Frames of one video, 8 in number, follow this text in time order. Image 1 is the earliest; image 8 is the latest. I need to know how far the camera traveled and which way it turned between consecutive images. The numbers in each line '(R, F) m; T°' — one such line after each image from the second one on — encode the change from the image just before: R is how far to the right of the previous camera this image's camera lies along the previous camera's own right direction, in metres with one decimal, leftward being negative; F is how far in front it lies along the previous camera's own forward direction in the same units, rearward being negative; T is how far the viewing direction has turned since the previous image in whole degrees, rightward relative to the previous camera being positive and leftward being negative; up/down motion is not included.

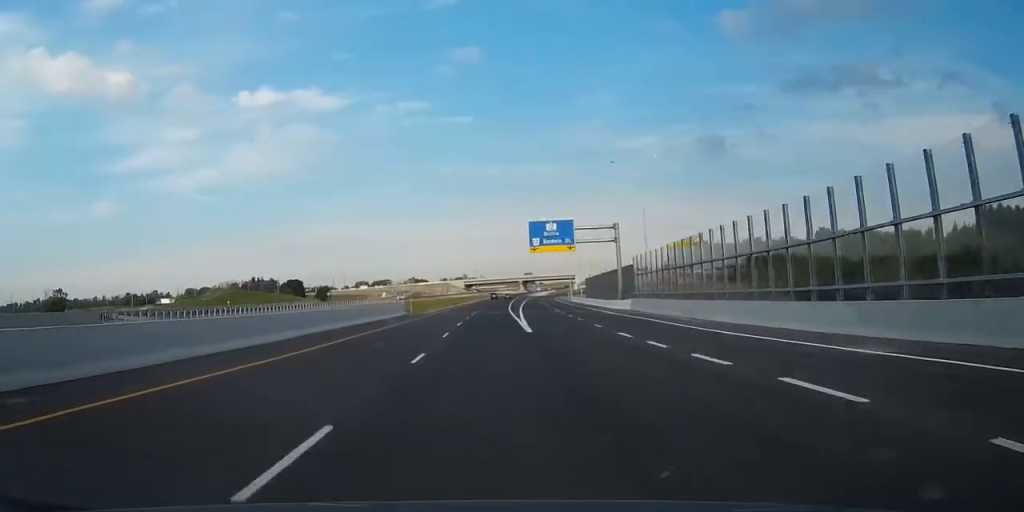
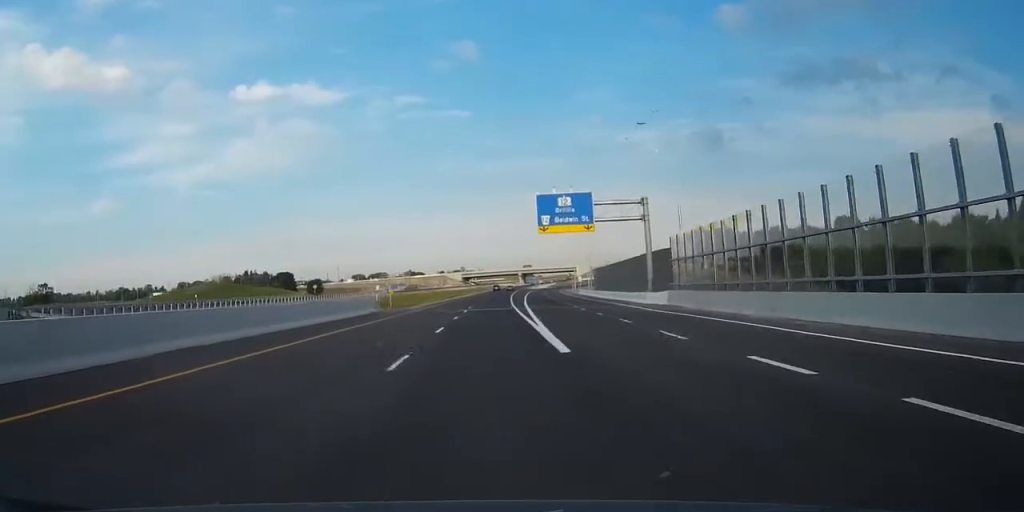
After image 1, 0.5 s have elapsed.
(+0.1, +15.5) m; 0°
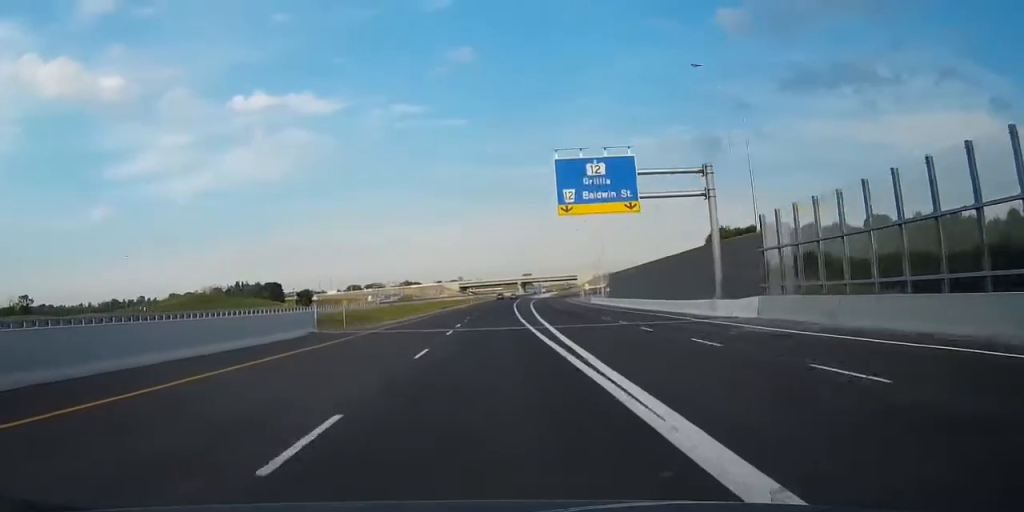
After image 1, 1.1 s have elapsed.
(0.0, +19.6) m; 0°
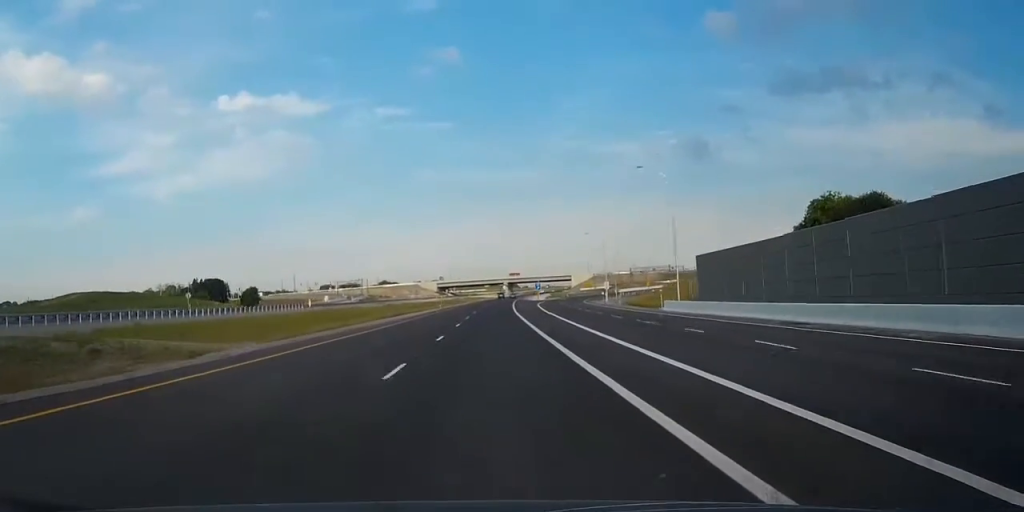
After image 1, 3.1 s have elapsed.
(+0.1, +60.7) m; +1°
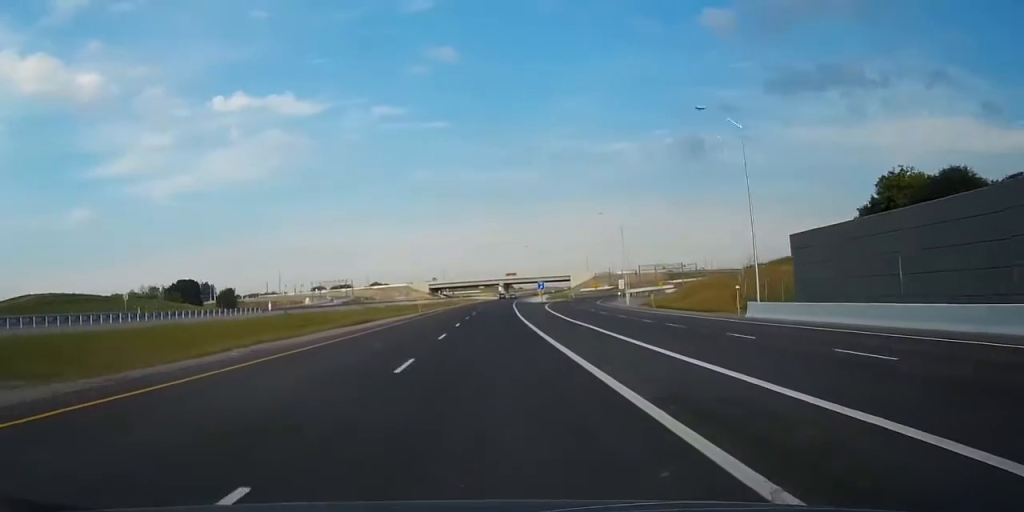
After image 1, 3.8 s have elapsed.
(+0.2, +22.6) m; 0°
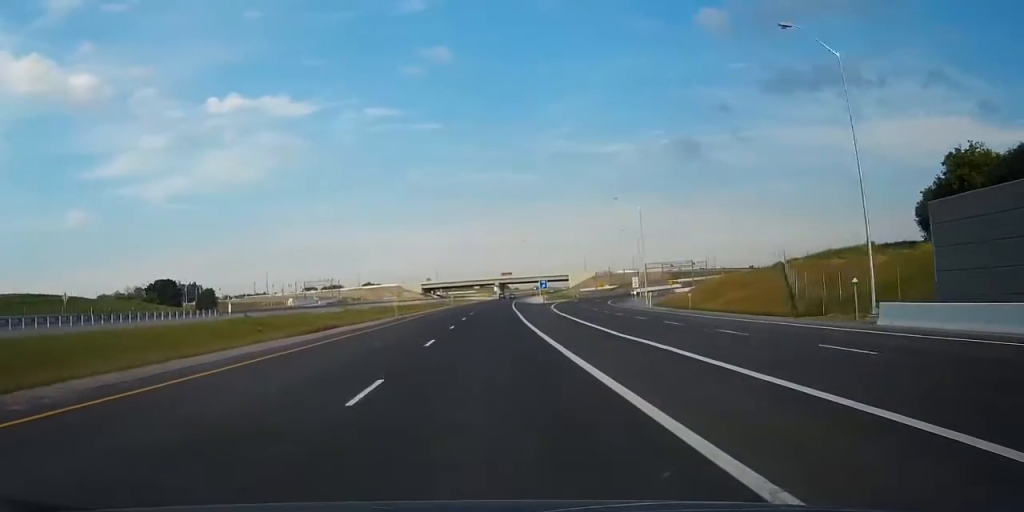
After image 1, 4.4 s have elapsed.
(0.0, +16.4) m; 0°
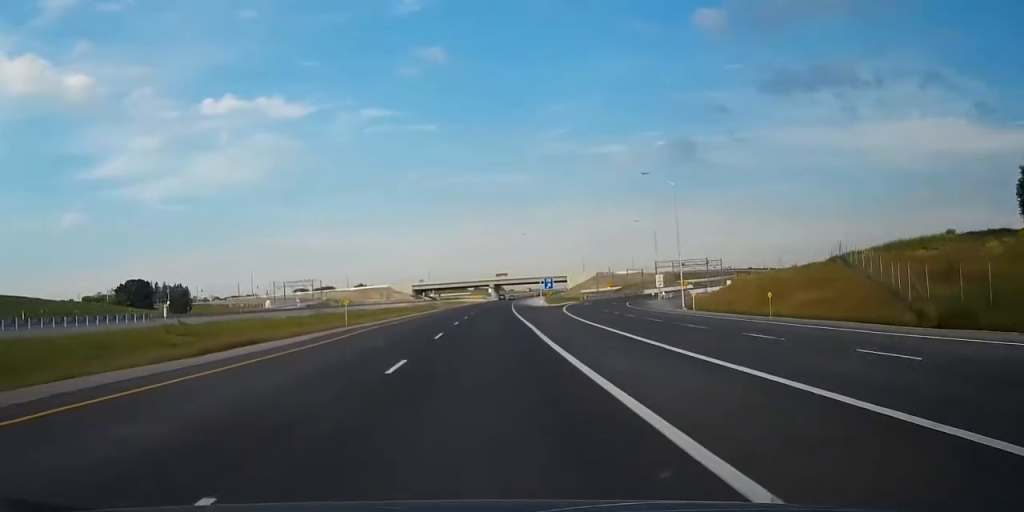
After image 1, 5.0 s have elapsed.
(0.0, +19.5) m; 0°
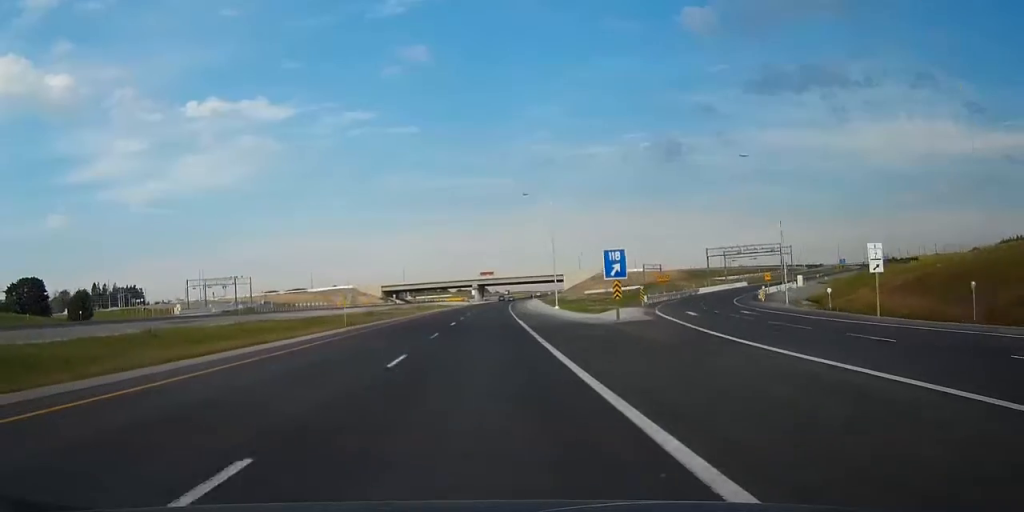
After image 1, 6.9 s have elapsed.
(+0.5, +58.7) m; +1°
